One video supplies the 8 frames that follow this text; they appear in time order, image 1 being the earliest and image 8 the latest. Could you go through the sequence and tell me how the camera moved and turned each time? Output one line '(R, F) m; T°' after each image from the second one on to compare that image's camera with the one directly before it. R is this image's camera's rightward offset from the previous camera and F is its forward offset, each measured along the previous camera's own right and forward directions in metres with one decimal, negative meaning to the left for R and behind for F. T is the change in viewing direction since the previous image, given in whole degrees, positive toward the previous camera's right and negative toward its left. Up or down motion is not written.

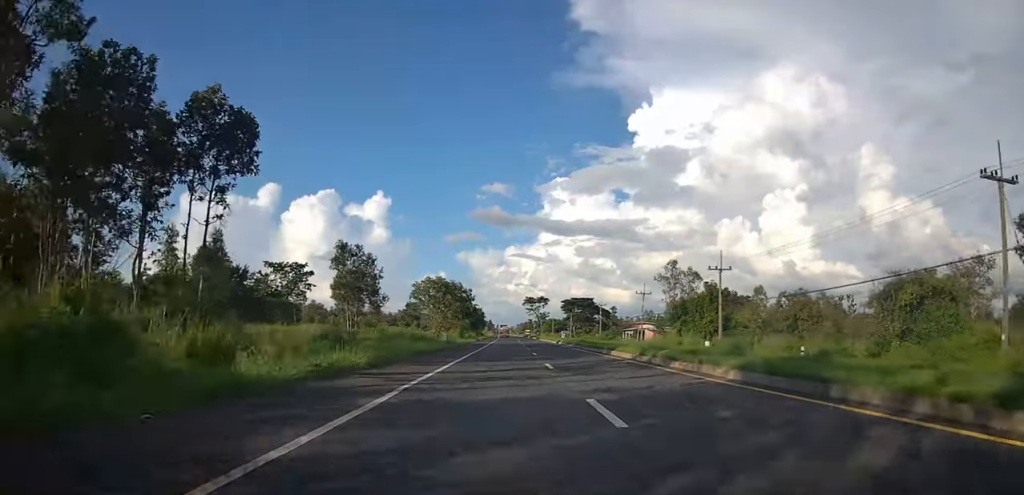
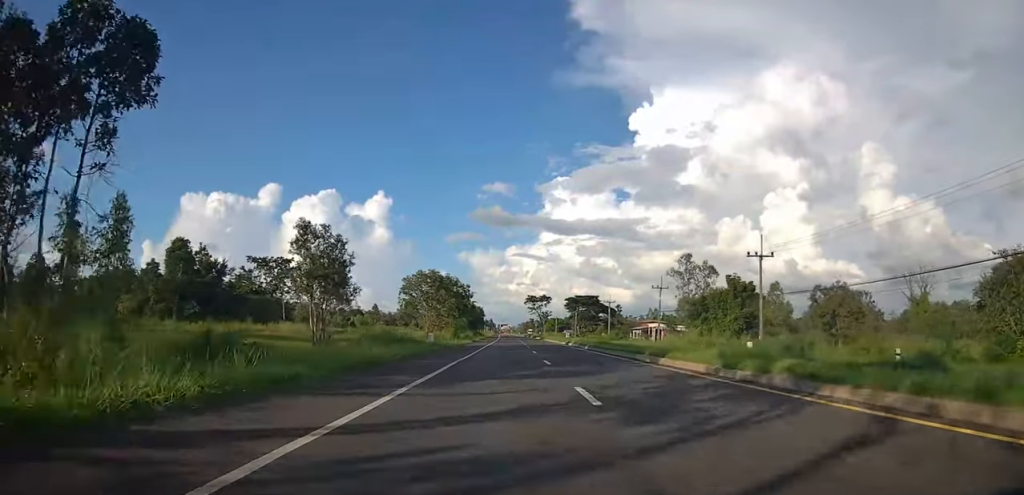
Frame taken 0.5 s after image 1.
(0.0, +9.9) m; 0°
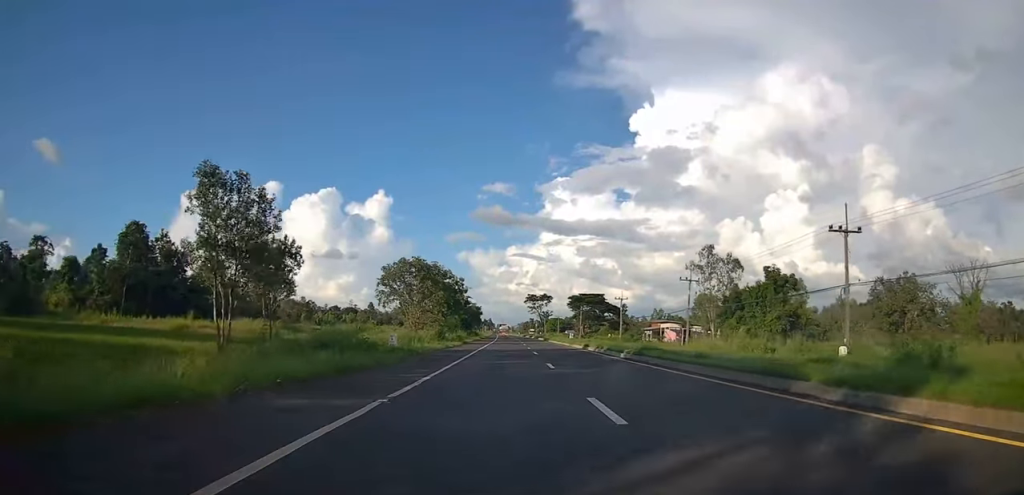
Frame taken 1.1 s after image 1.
(0.0, +13.9) m; 0°
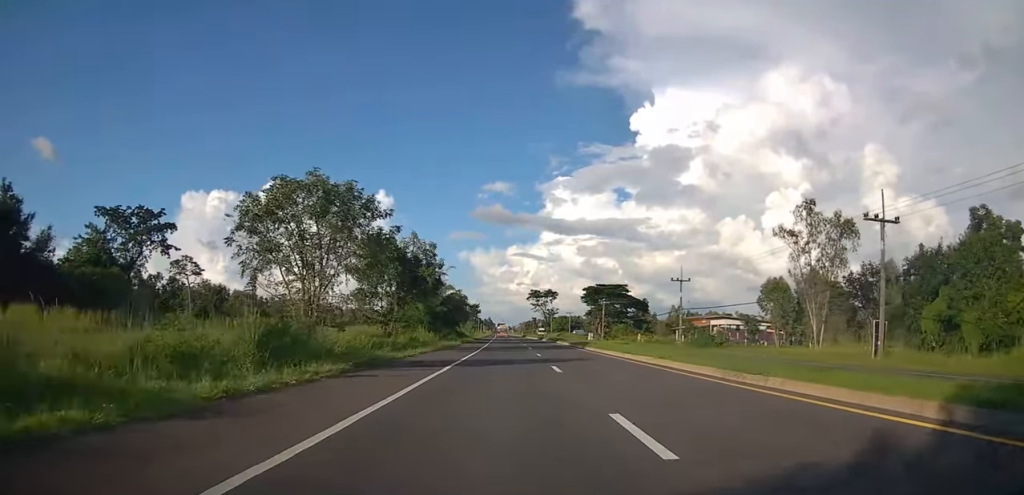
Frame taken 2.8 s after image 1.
(-0.1, +38.1) m; -2°
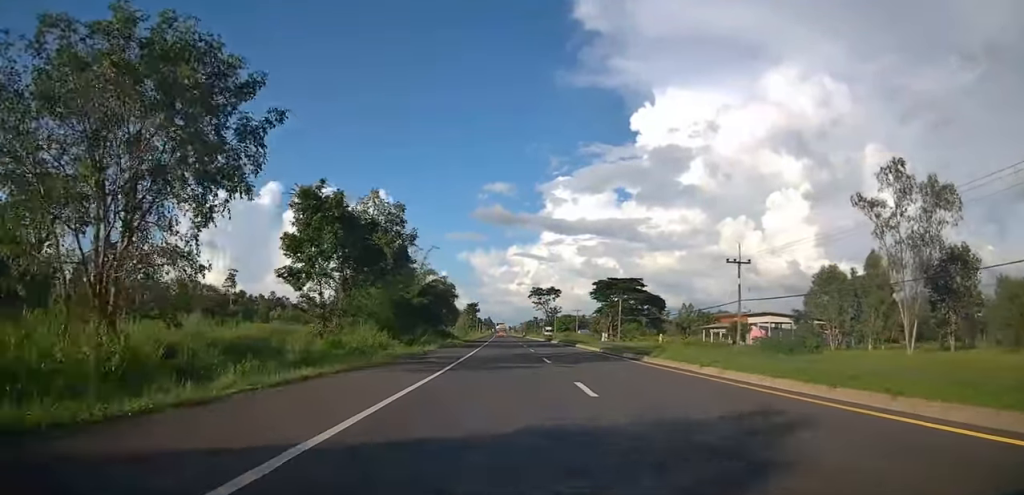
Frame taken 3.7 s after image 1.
(-0.7, +18.7) m; 0°
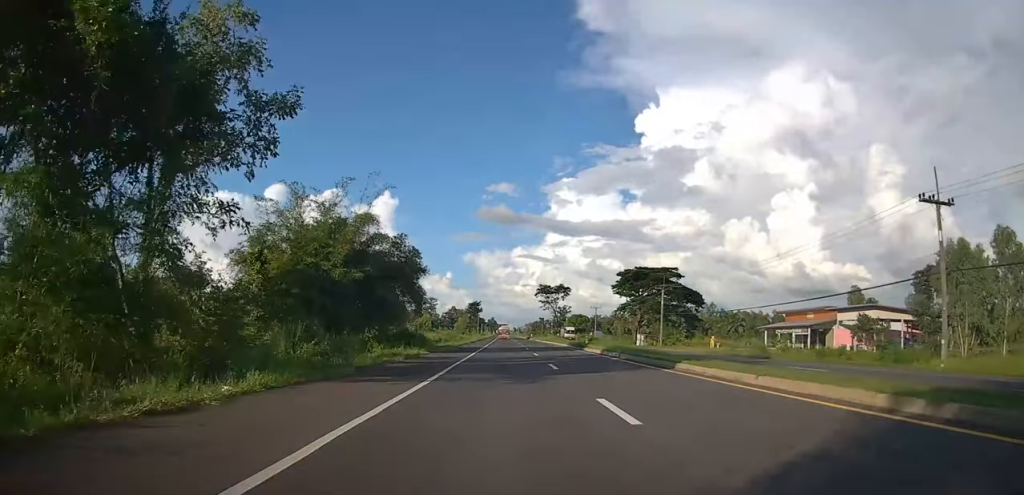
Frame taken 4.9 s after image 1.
(+0.7, +27.4) m; +2°
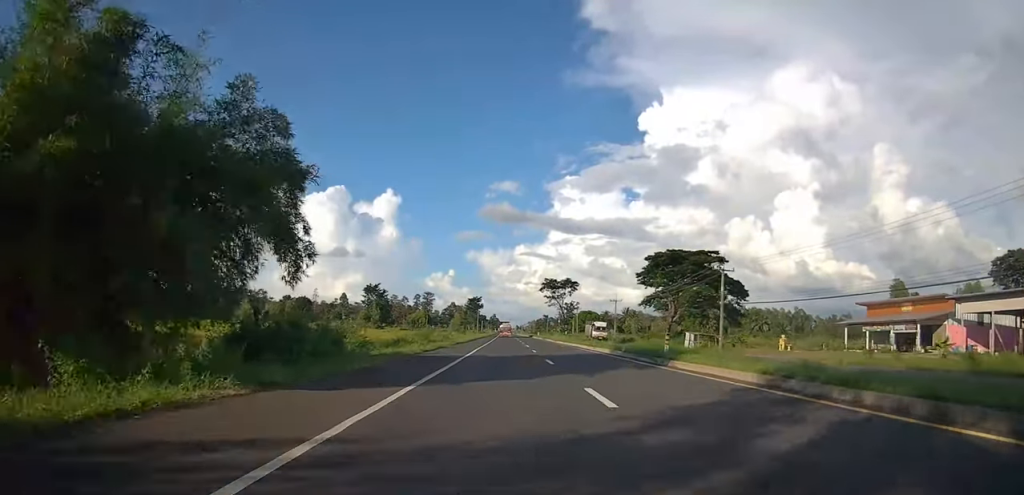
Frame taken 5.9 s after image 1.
(-0.1, +22.7) m; 0°
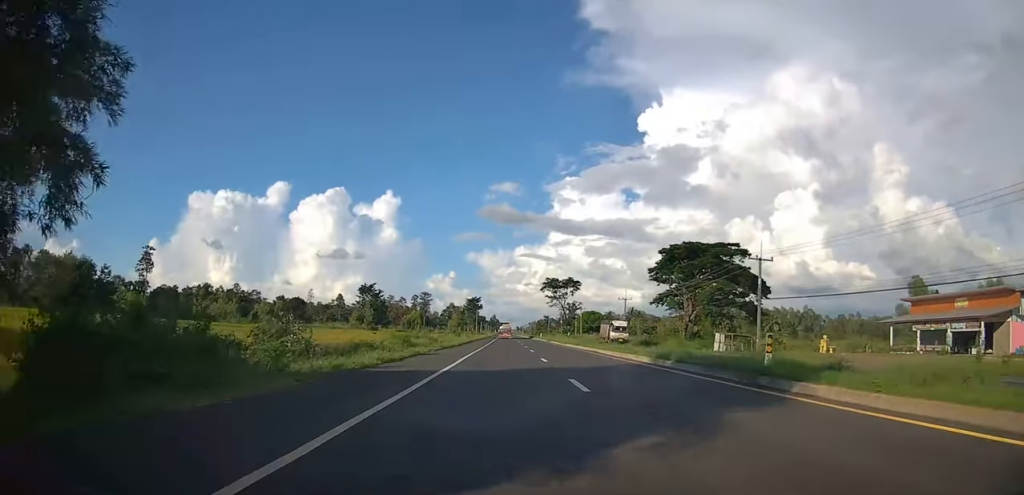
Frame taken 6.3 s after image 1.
(0.0, +9.3) m; 0°
